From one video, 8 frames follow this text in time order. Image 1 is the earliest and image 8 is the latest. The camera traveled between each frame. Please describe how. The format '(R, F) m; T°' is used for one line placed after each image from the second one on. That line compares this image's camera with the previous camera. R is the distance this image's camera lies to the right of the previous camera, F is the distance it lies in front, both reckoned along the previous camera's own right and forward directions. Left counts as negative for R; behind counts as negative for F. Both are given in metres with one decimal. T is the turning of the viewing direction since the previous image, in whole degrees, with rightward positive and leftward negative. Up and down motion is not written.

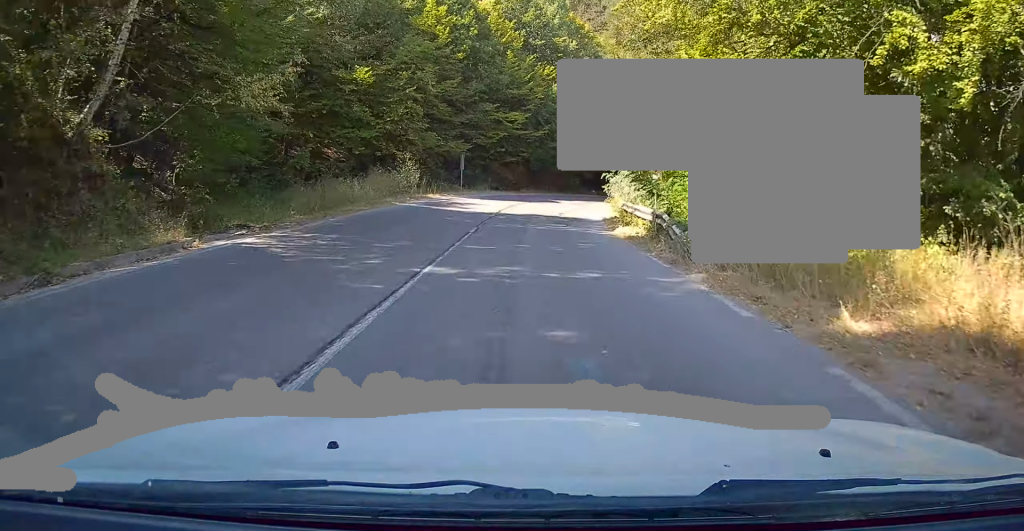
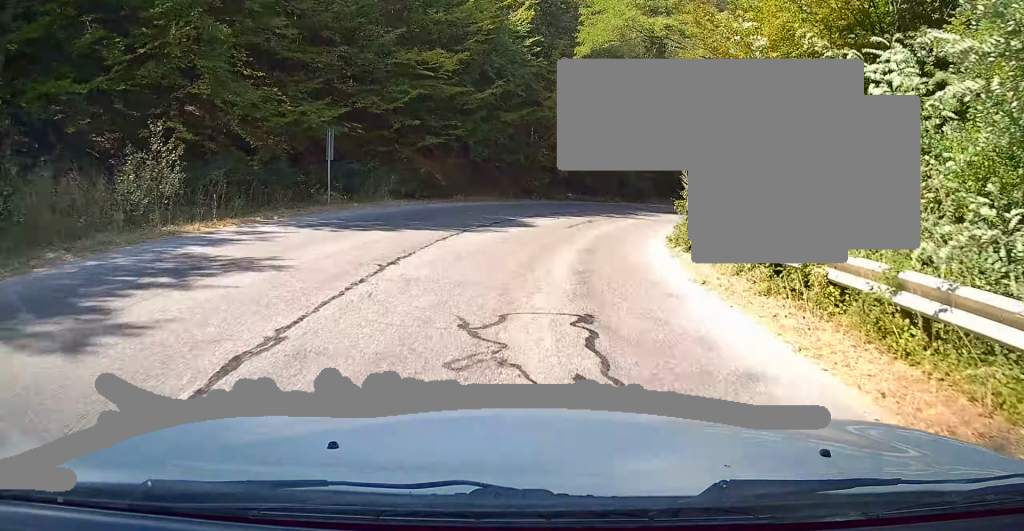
(-0.3, +23.4) m; +3°
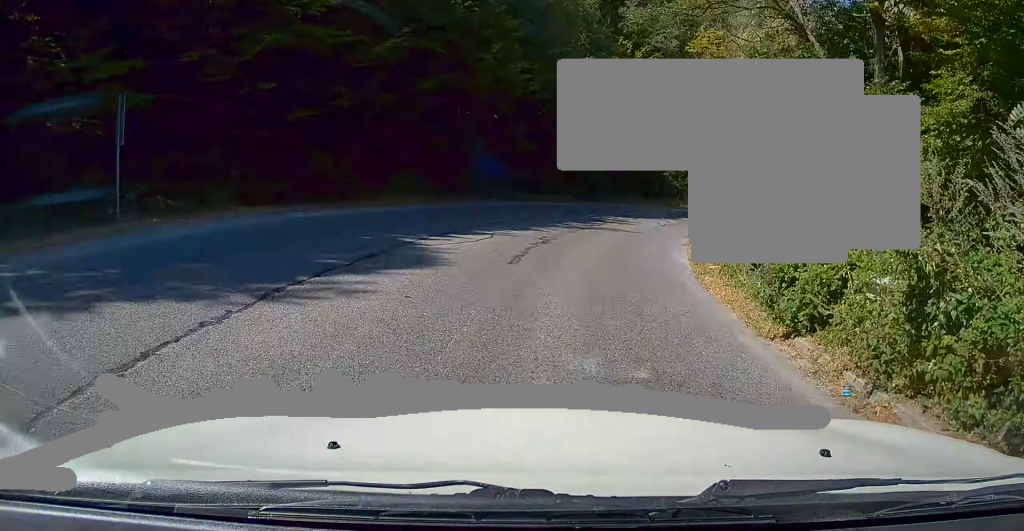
(+0.5, +9.9) m; +6°
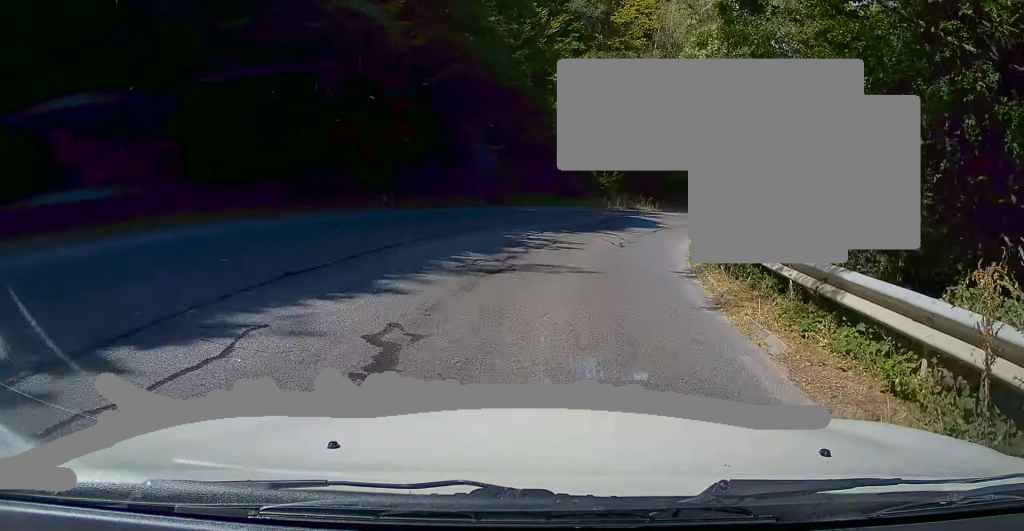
(+0.6, +9.4) m; +7°
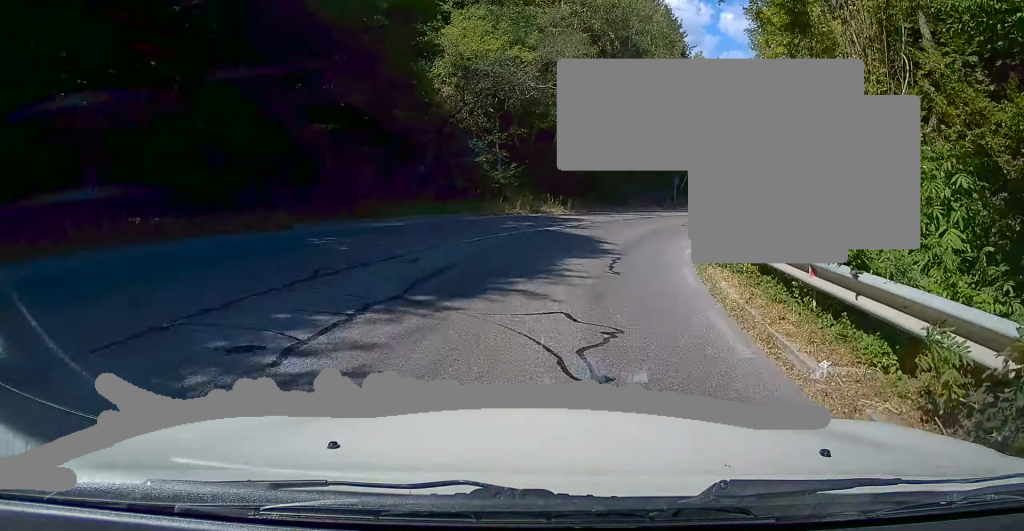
(+0.6, +10.4) m; +9°
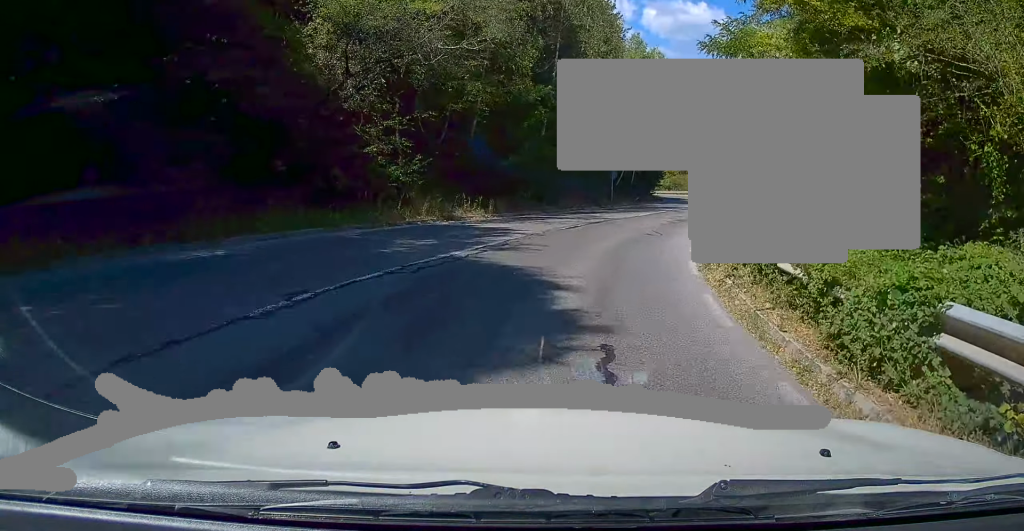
(+0.4, +6.7) m; +9°
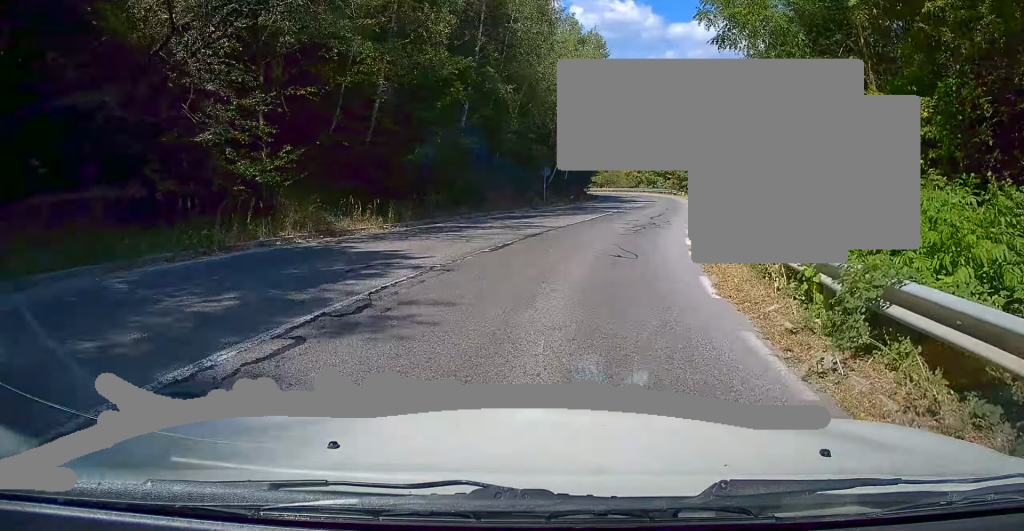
(-0.1, +6.2) m; +8°
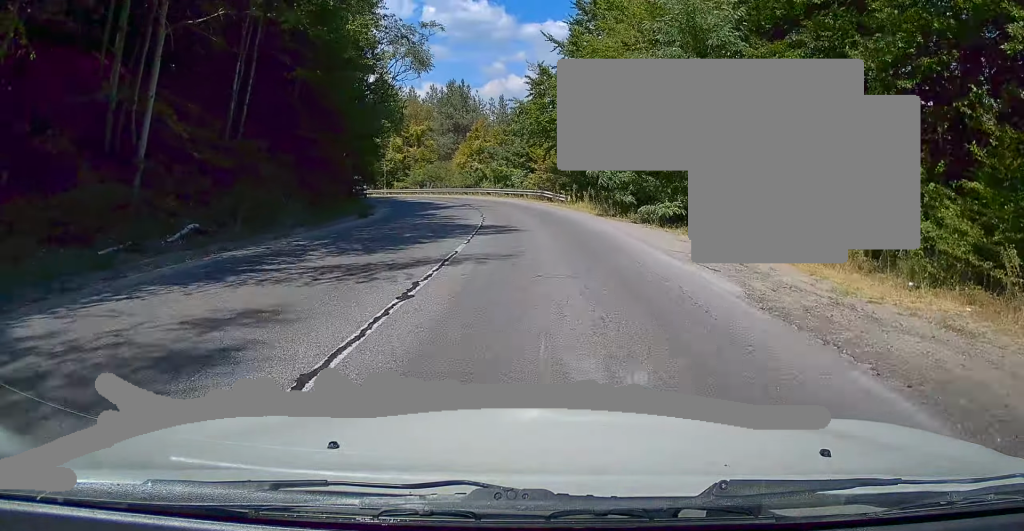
(+10.1, +42.9) m; +16°
